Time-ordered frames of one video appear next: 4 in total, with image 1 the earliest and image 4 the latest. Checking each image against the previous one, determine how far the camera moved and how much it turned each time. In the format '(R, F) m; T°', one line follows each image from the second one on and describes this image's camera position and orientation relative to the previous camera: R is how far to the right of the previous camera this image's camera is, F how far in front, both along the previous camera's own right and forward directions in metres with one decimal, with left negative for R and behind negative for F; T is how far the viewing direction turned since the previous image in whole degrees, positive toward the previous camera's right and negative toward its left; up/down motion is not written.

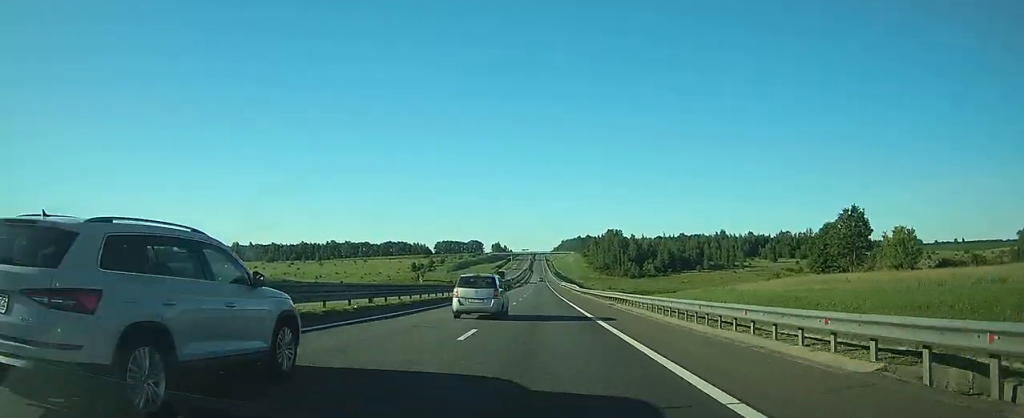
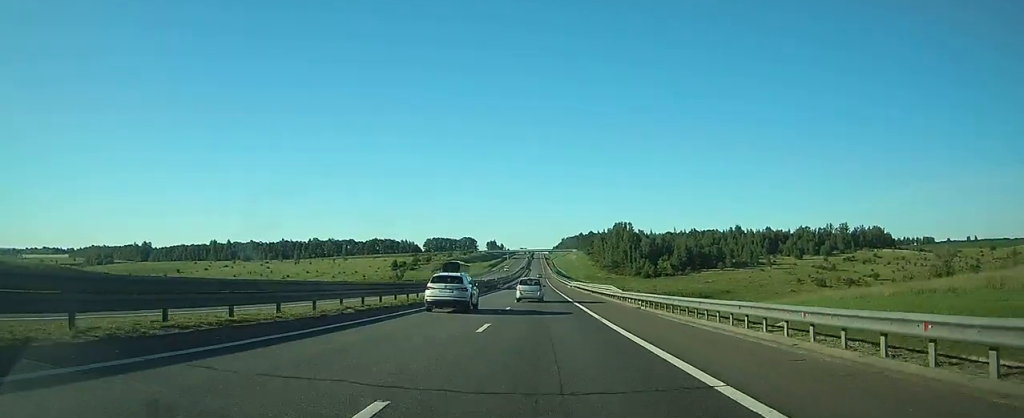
(0.0, +46.2) m; 0°
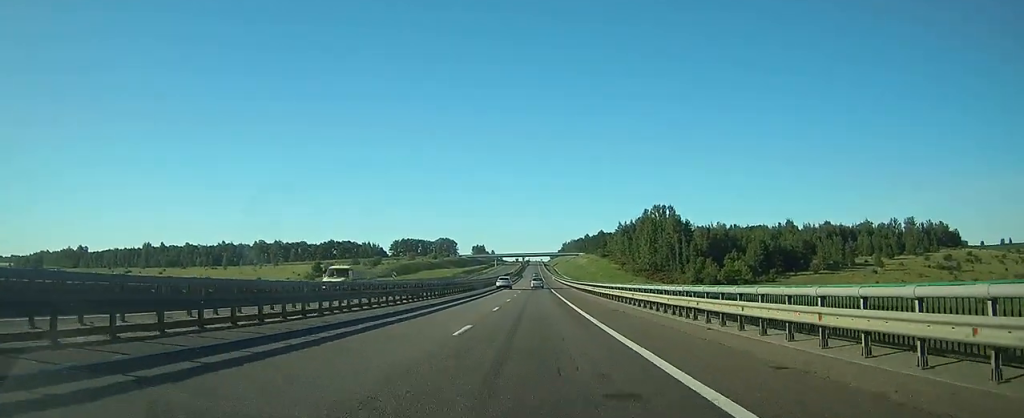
(+0.1, +111.7) m; +1°
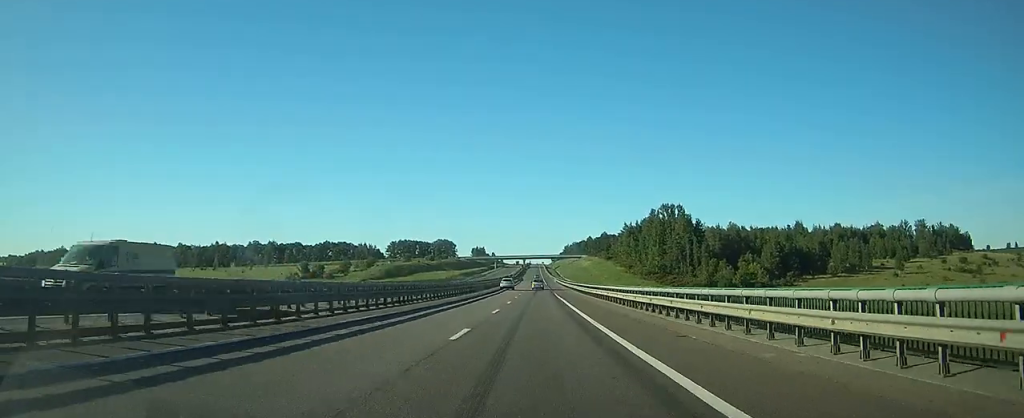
(0.0, +12.4) m; 0°
